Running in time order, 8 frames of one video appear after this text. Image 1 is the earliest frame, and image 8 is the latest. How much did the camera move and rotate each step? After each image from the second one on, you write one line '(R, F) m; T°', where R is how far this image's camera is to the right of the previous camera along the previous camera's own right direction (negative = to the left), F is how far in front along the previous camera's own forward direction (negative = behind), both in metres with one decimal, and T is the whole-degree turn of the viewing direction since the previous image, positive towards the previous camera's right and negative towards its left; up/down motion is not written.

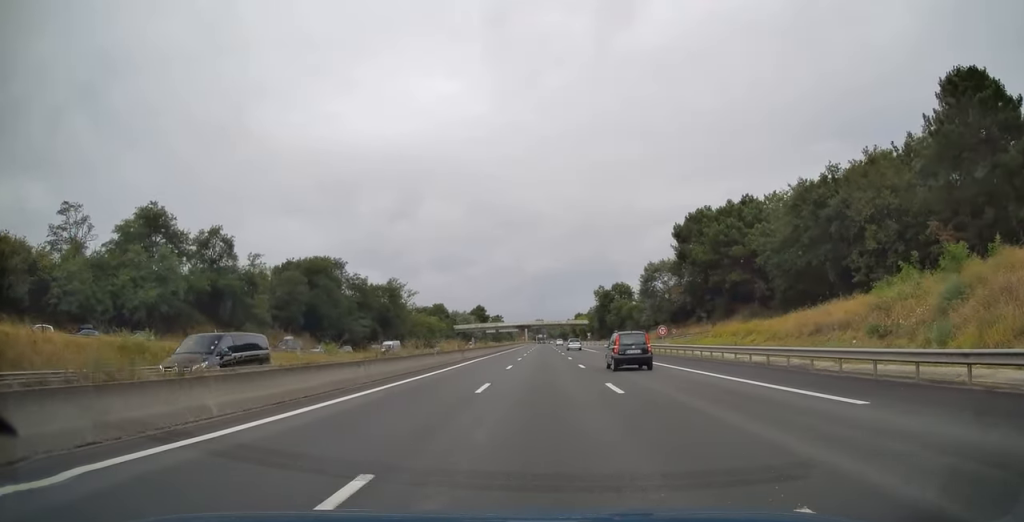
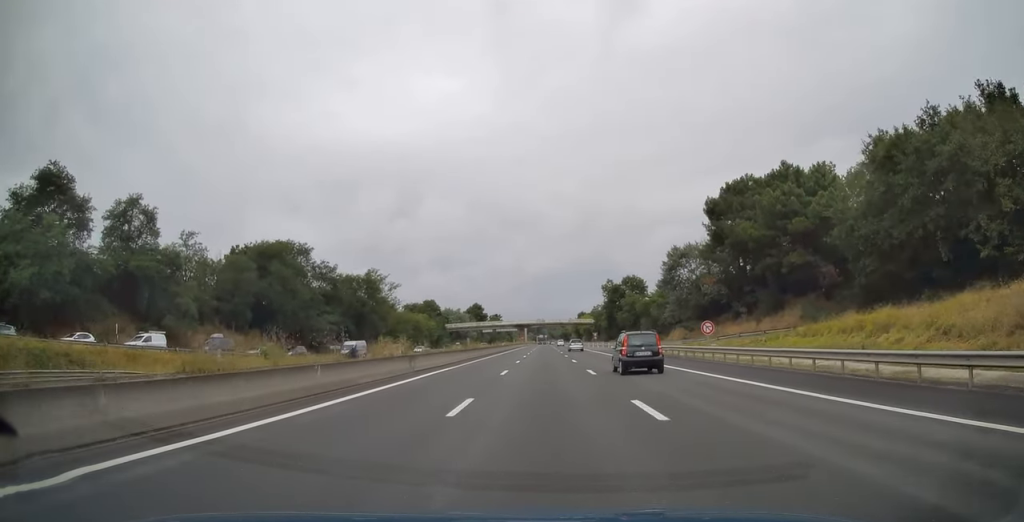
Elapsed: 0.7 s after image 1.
(-0.1, +18.0) m; 0°
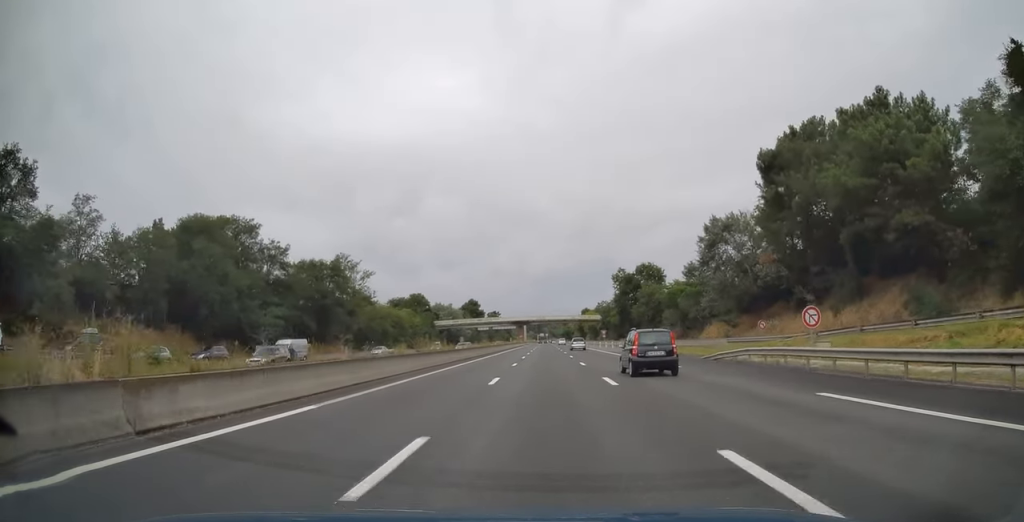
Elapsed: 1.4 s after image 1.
(0.0, +19.3) m; 0°
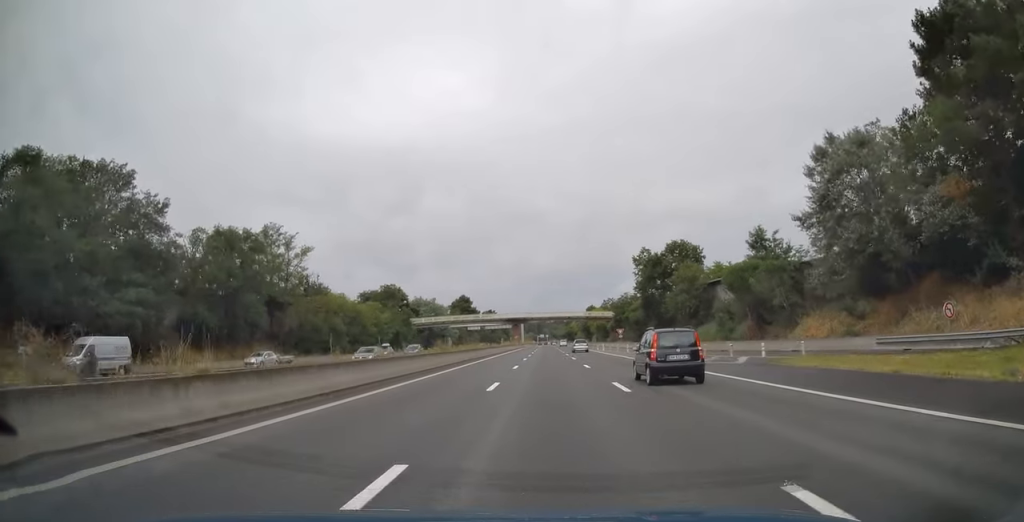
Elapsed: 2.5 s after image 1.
(+0.1, +27.8) m; 0°
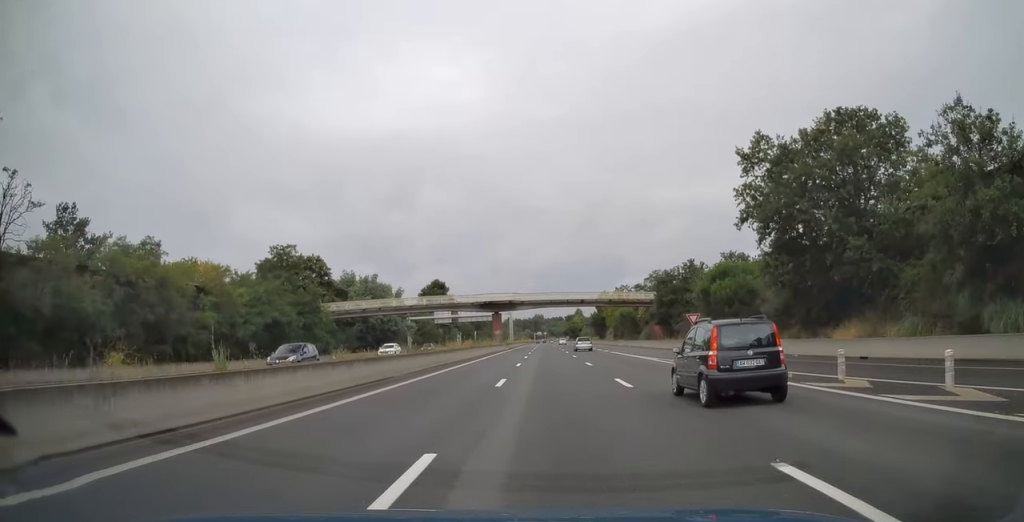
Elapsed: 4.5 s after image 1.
(+0.2, +51.8) m; +1°
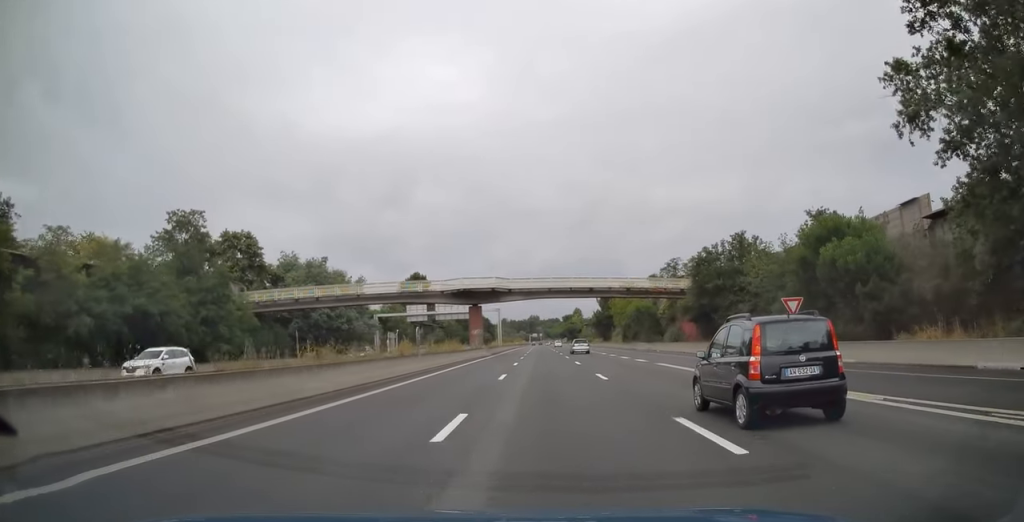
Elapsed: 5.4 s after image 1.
(+0.2, +22.3) m; 0°
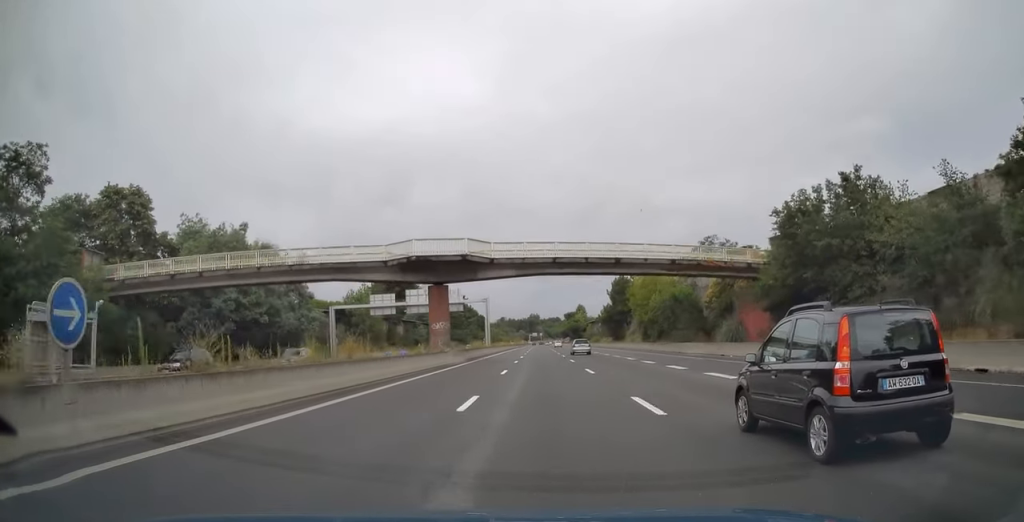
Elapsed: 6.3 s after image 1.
(-0.3, +22.7) m; 0°
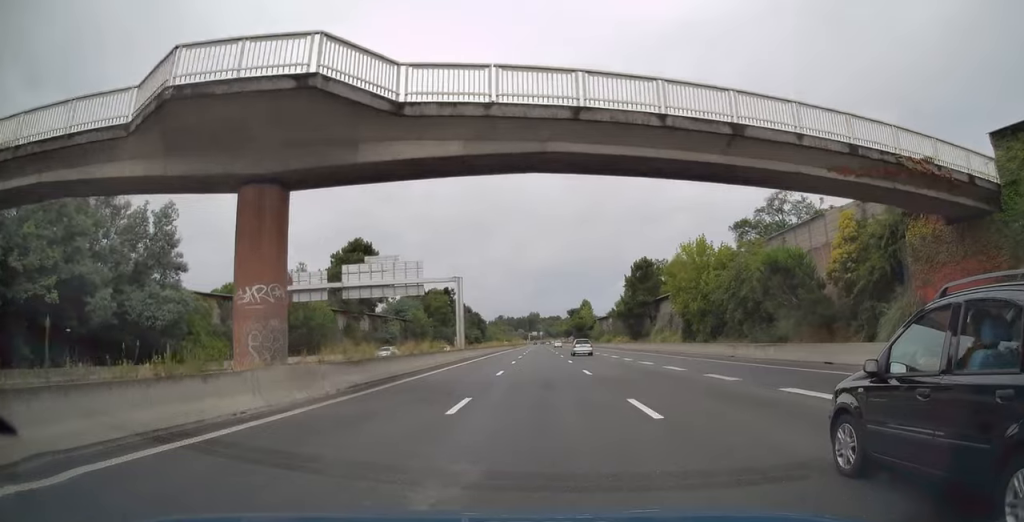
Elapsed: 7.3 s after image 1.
(+0.4, +26.7) m; 0°
